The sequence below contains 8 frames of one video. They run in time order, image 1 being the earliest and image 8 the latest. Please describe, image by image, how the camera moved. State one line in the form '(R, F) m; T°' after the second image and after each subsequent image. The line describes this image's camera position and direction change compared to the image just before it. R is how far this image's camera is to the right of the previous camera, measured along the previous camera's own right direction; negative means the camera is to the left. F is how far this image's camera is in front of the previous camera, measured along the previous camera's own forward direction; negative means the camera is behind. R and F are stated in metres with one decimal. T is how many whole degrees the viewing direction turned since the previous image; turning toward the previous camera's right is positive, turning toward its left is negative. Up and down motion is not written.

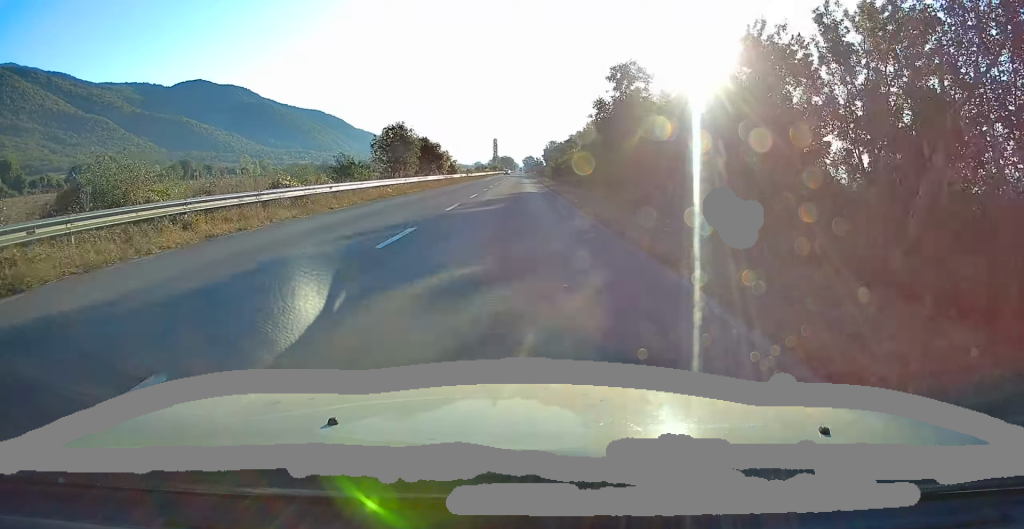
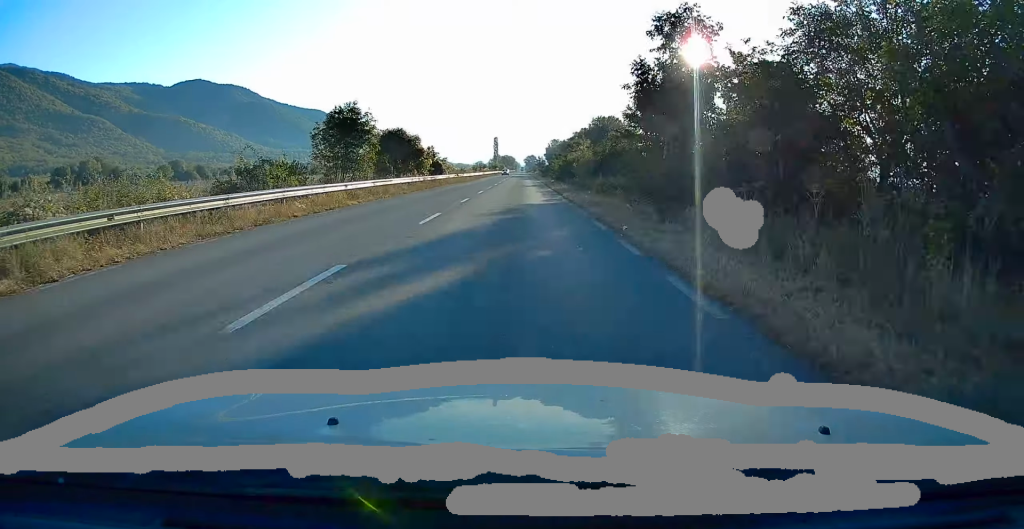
(+0.2, +13.8) m; 0°
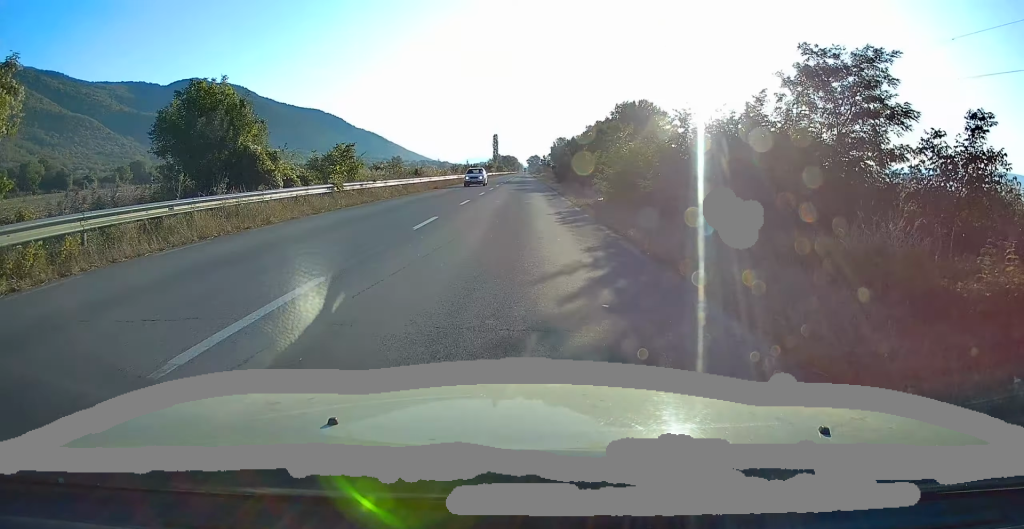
(-0.7, +45.8) m; -1°
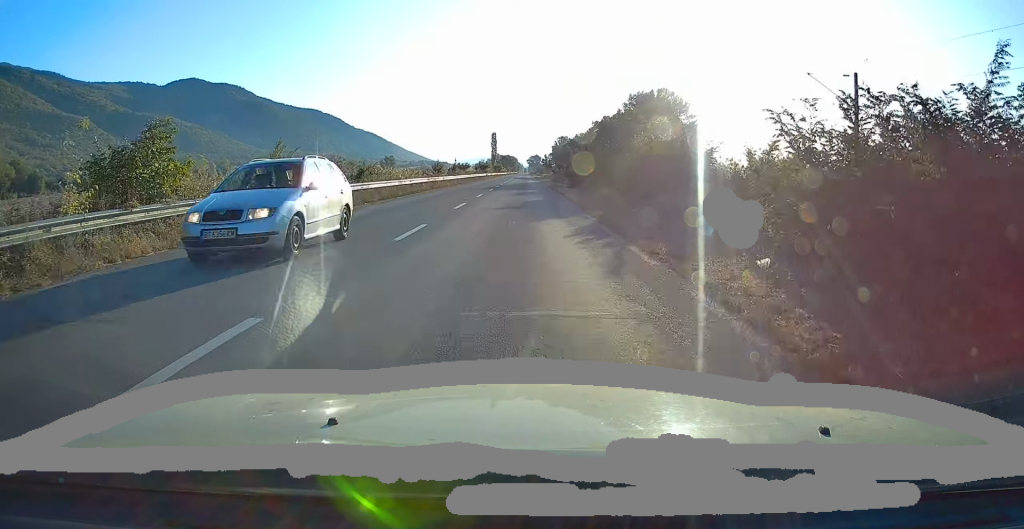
(0.0, +19.9) m; 0°
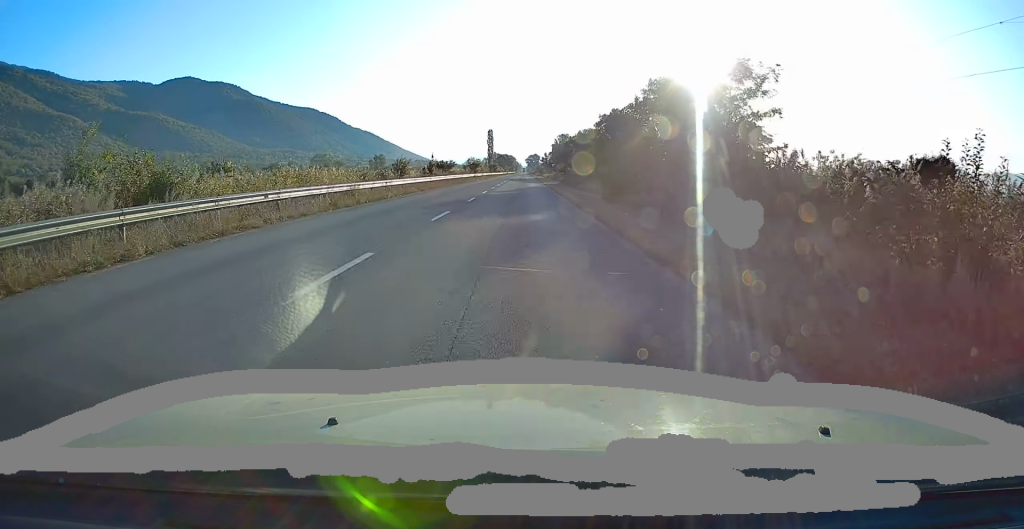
(-0.1, +22.6) m; 0°
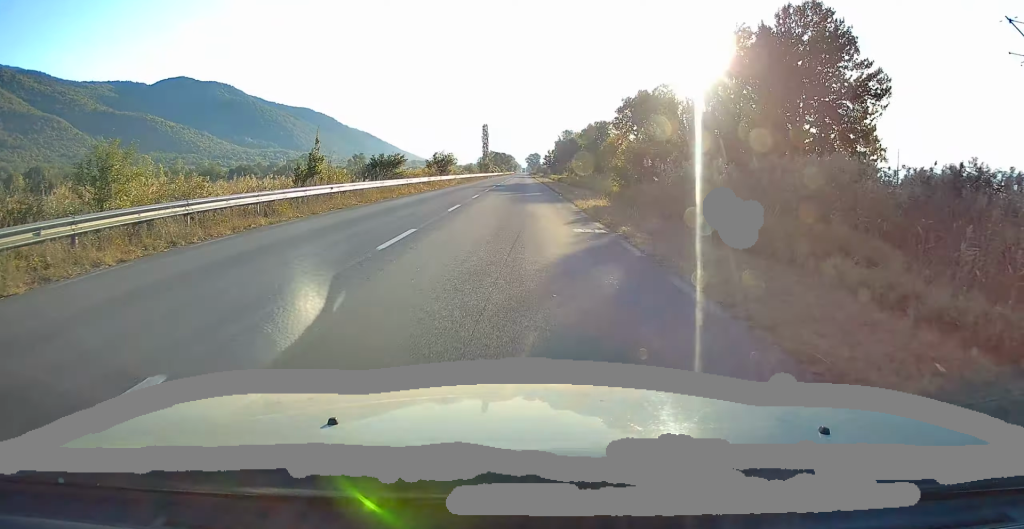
(+0.7, +41.1) m; +2°
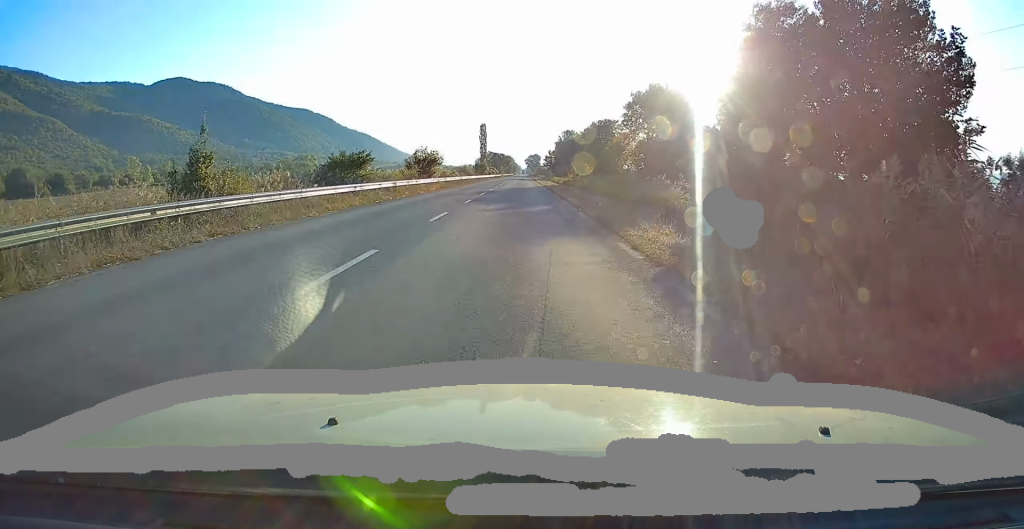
(0.0, +12.3) m; 0°
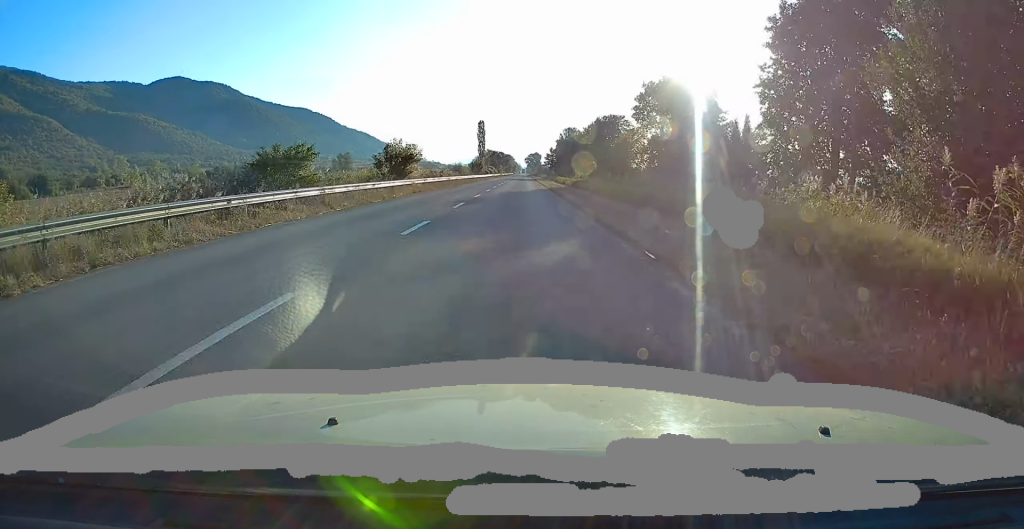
(-0.1, +12.4) m; -1°
